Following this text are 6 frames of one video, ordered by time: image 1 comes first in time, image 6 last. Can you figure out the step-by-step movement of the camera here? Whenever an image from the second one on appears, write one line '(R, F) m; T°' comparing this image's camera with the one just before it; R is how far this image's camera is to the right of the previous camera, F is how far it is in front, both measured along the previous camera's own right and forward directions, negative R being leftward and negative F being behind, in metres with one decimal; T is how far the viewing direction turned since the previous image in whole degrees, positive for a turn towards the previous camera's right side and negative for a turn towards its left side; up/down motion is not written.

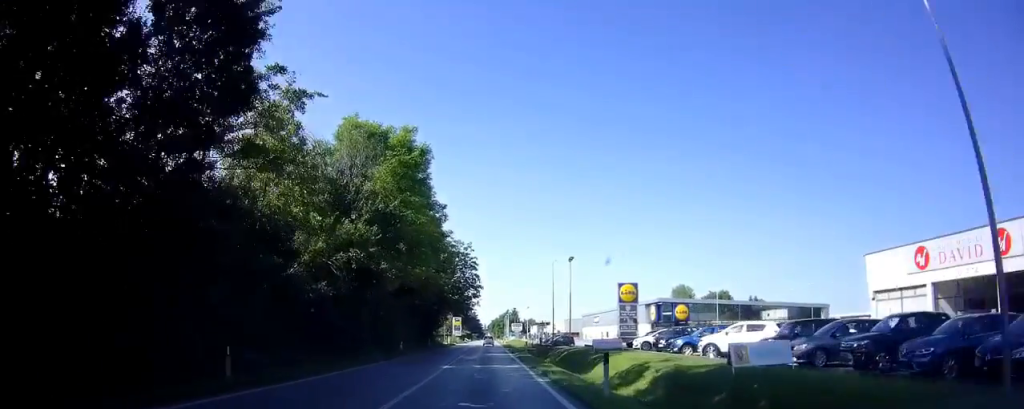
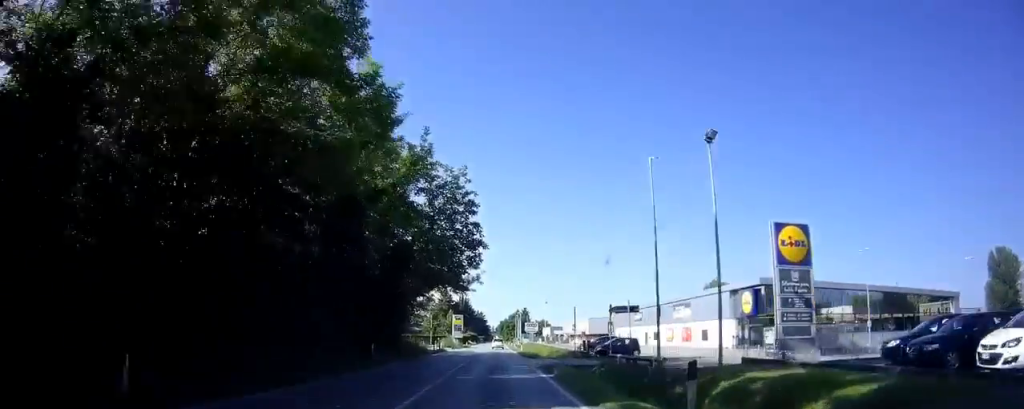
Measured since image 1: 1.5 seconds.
(-0.1, +27.8) m; 0°
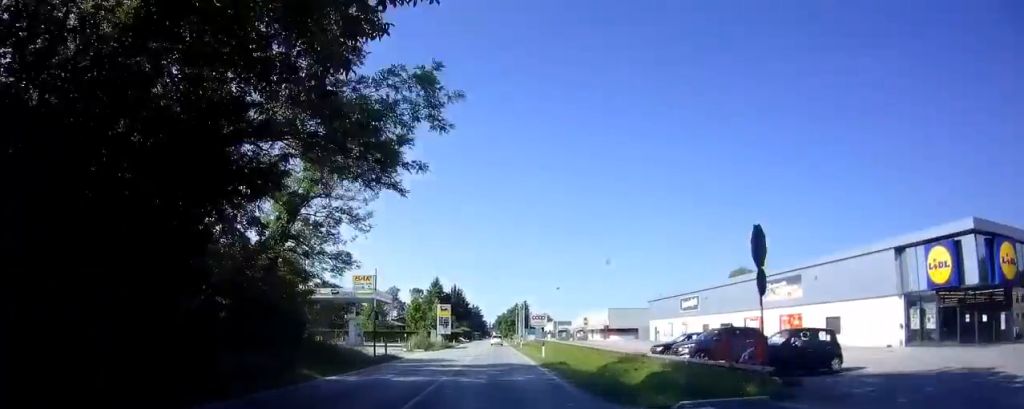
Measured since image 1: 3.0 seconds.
(+0.2, +26.9) m; +1°
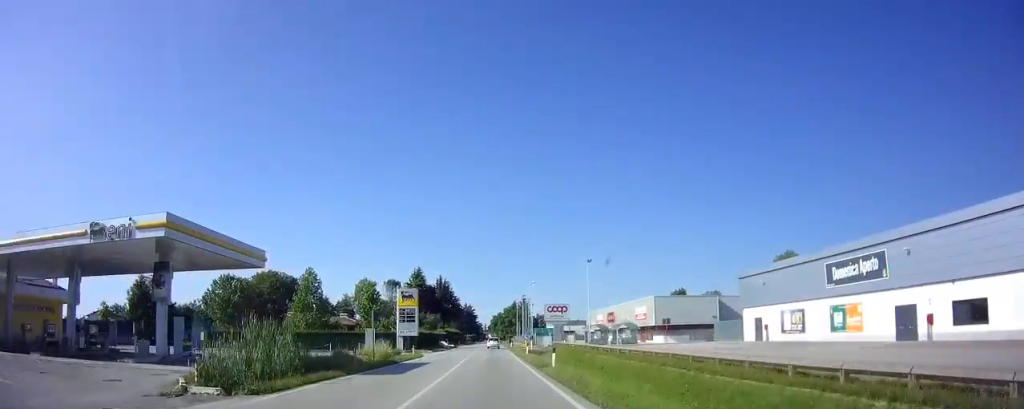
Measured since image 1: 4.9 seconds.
(+0.2, +34.3) m; -1°
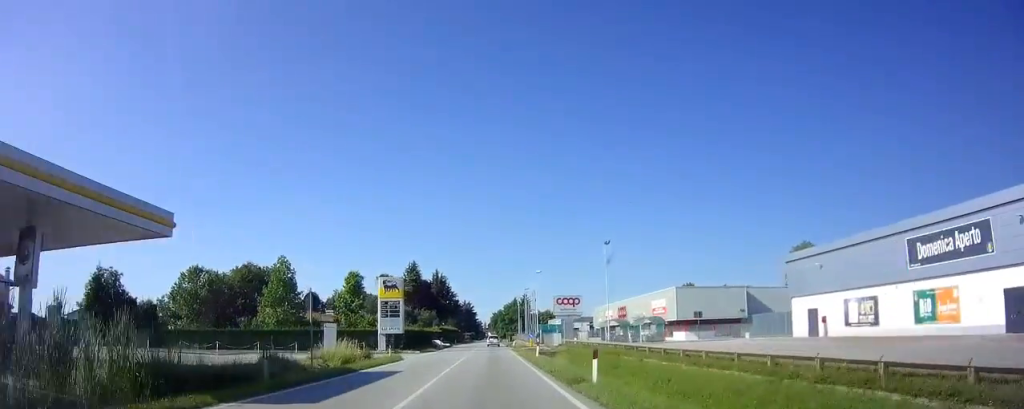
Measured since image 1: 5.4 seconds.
(-0.1, +9.2) m; 0°
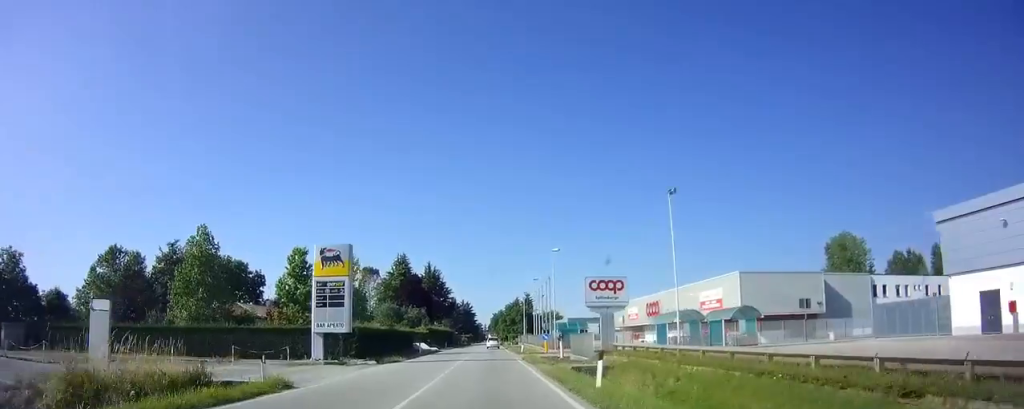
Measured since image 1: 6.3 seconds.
(0.0, +17.7) m; 0°
